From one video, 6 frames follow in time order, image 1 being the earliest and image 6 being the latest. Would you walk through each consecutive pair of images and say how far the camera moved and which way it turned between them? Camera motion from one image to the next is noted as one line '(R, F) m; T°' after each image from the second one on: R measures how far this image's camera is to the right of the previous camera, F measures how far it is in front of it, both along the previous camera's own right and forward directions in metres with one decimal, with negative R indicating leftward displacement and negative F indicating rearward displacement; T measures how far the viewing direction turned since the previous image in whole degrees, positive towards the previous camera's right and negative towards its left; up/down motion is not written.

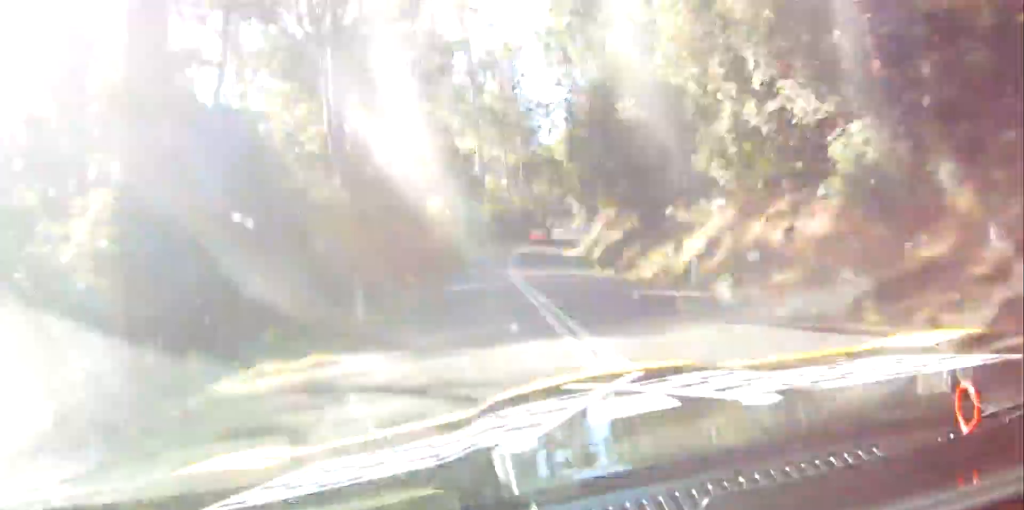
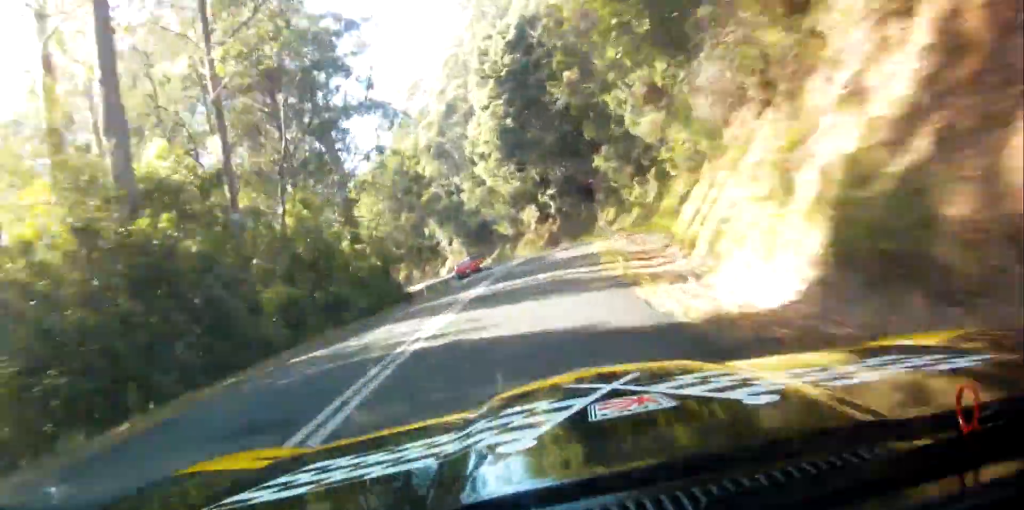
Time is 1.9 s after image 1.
(+1.4, +81.5) m; -3°
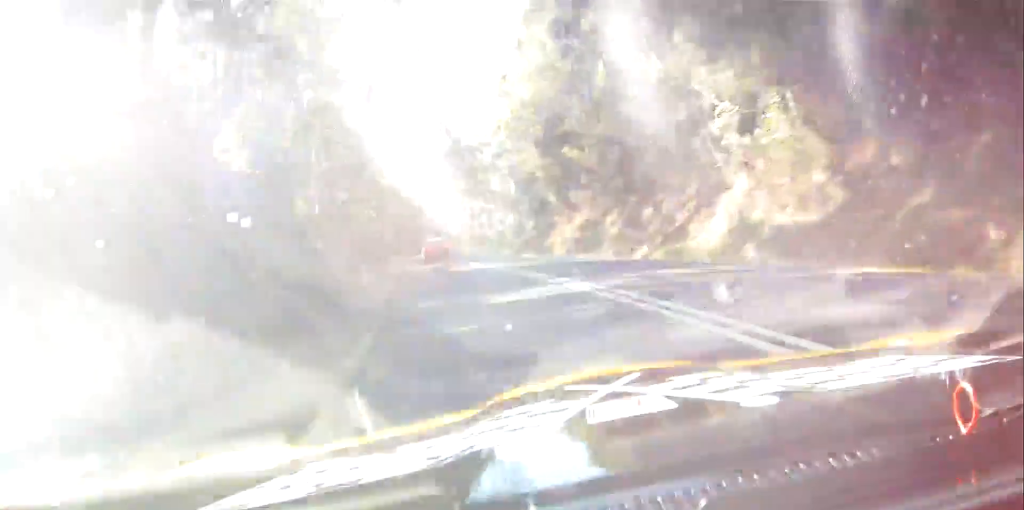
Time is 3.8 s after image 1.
(-10.3, +78.5) m; -6°
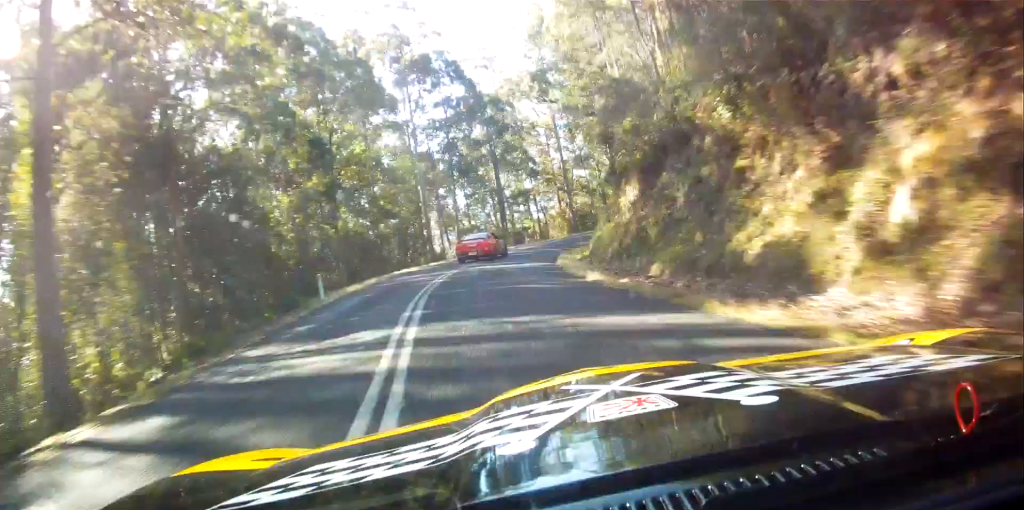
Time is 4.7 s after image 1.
(+2.4, +34.6) m; +10°
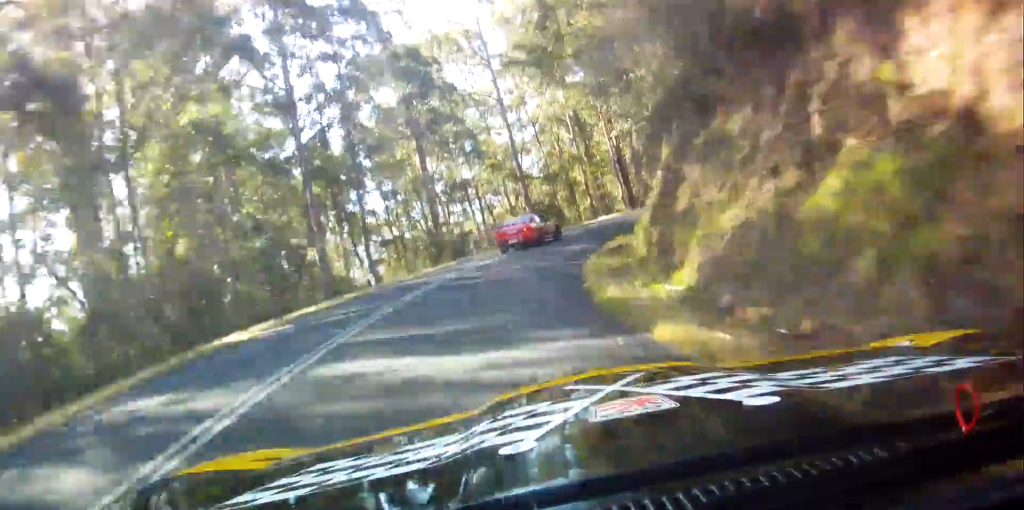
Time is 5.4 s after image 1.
(+3.0, +24.9) m; +8°
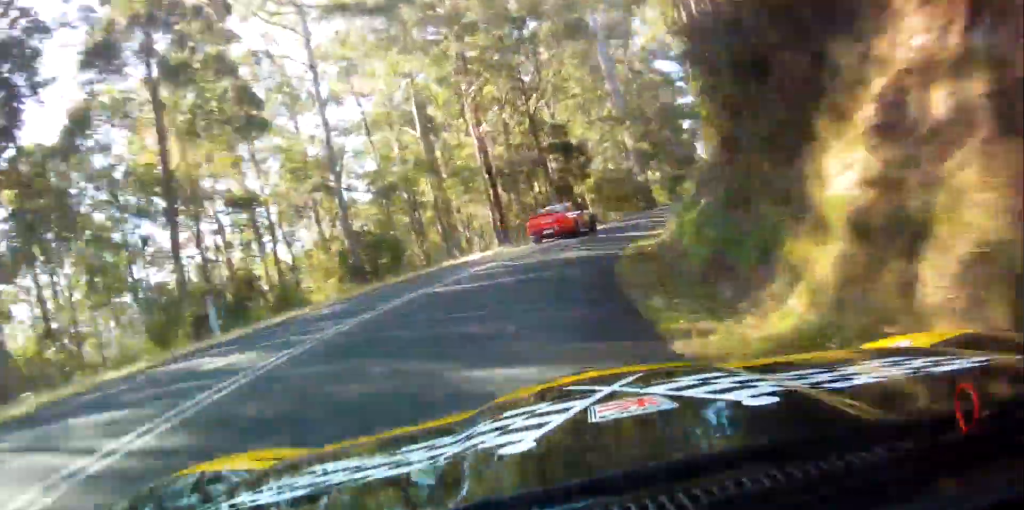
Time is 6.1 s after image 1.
(+0.5, +27.4) m; +1°
